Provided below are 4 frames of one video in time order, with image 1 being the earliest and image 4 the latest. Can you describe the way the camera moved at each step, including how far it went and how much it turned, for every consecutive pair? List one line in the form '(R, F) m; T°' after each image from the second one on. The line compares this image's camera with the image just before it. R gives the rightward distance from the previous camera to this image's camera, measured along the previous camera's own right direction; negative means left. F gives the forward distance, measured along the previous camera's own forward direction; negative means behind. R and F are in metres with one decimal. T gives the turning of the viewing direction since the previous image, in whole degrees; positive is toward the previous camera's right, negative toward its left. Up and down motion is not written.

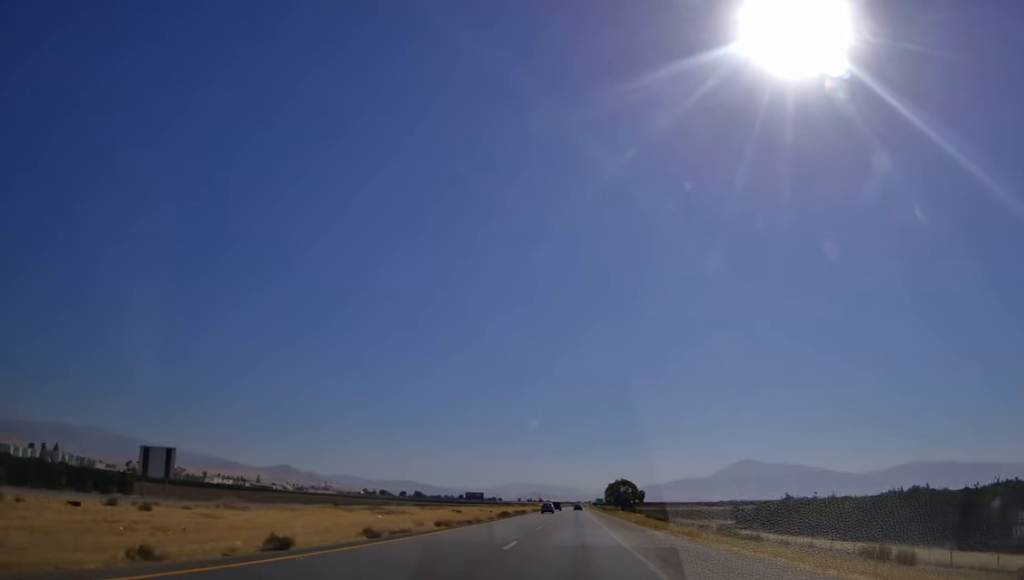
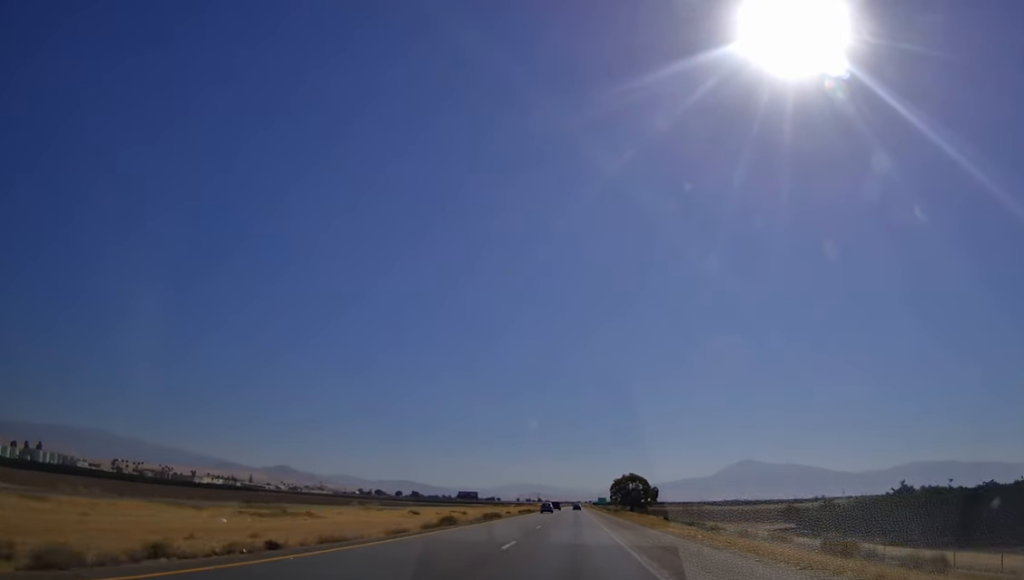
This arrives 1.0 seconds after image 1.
(0.0, +31.3) m; 0°
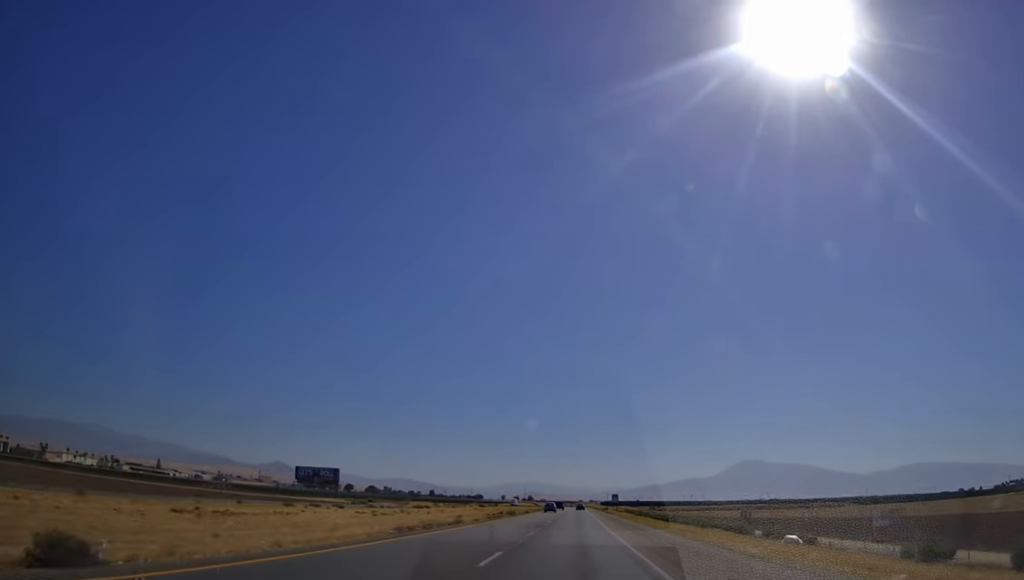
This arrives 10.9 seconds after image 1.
(-1.4, +307.0) m; 0°
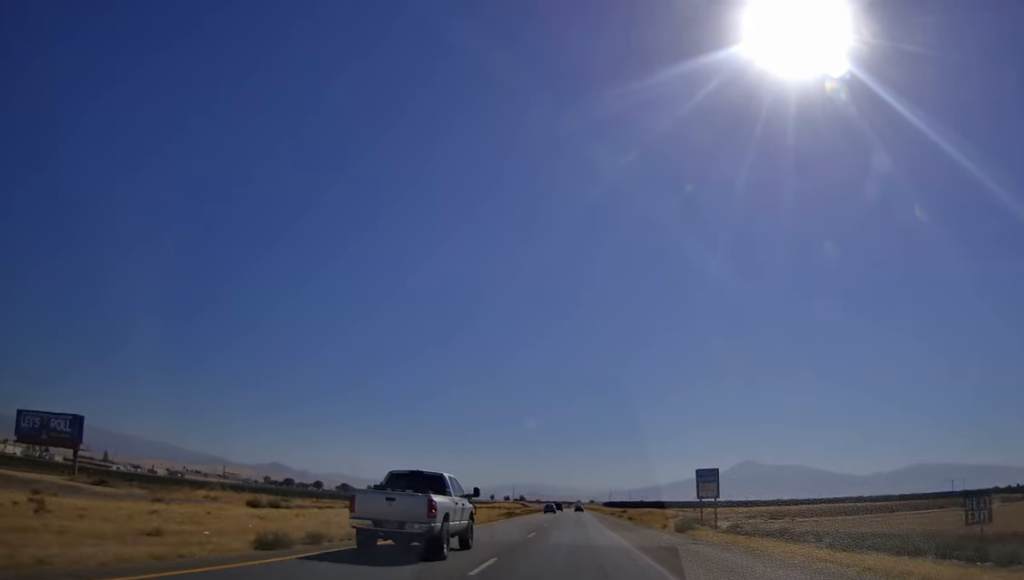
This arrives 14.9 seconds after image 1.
(-0.4, +123.6) m; 0°
